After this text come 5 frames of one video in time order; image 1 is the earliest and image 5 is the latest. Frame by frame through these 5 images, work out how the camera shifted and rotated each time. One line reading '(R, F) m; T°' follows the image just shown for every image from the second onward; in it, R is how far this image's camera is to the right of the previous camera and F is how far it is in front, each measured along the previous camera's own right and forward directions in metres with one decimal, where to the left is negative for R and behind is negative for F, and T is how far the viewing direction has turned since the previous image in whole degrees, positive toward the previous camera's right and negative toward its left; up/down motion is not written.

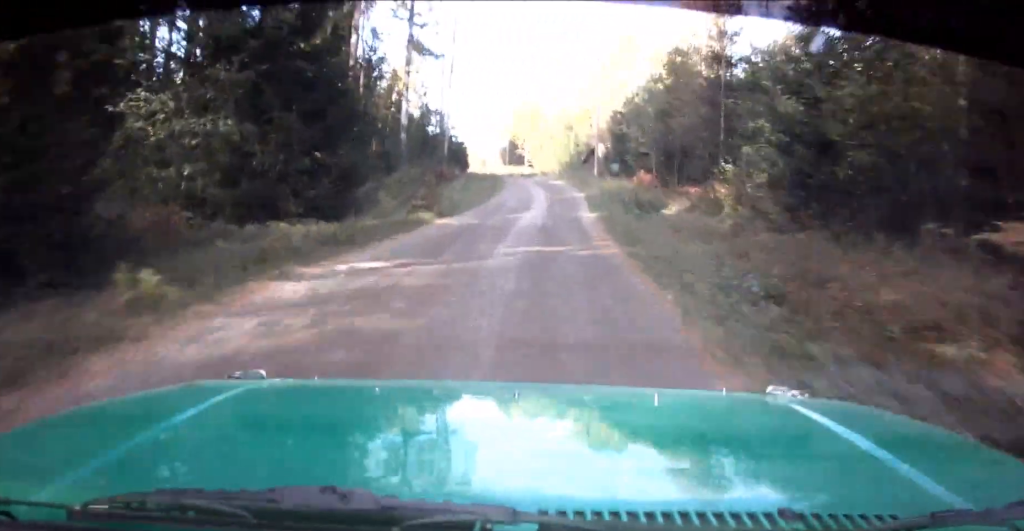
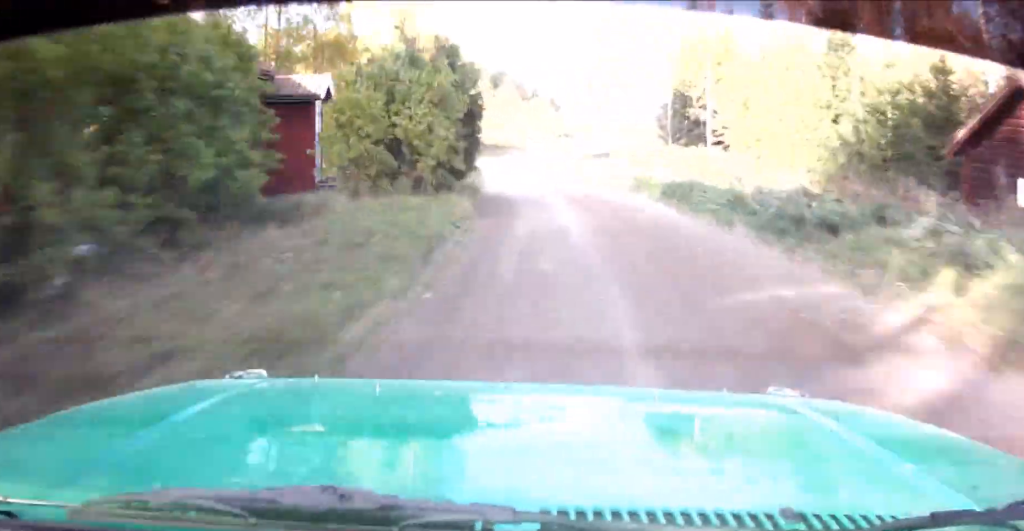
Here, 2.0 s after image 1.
(+3.1, +59.3) m; +5°
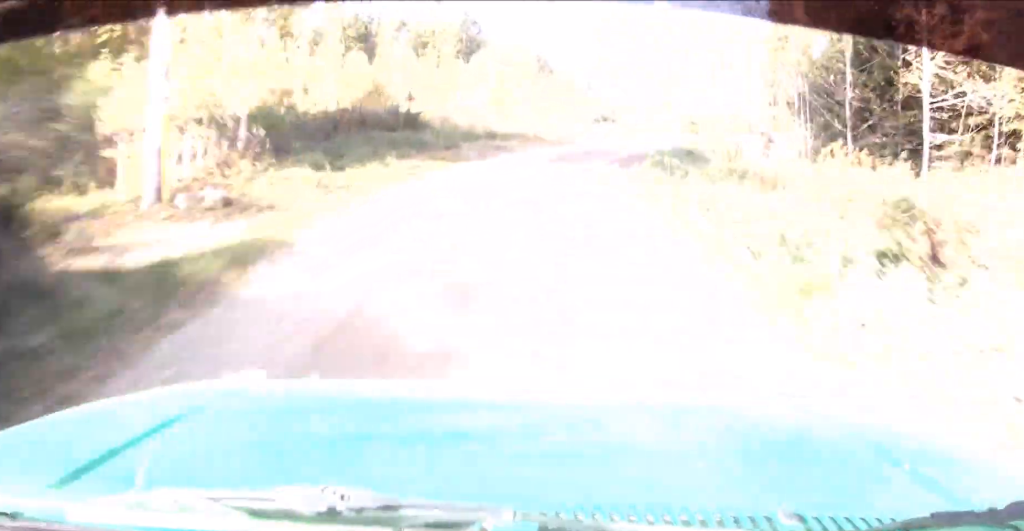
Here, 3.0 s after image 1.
(+0.3, +30.3) m; +1°
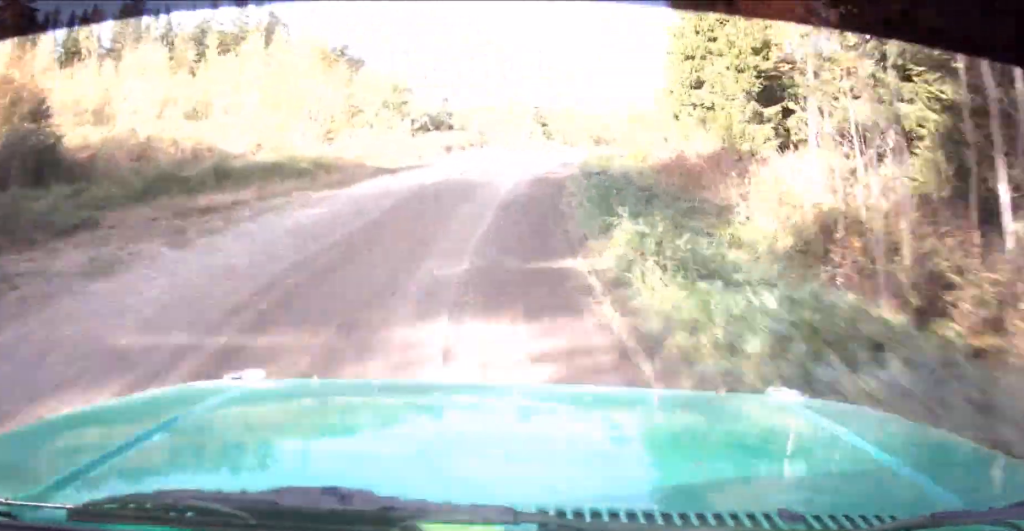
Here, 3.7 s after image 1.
(0.0, +22.1) m; 0°
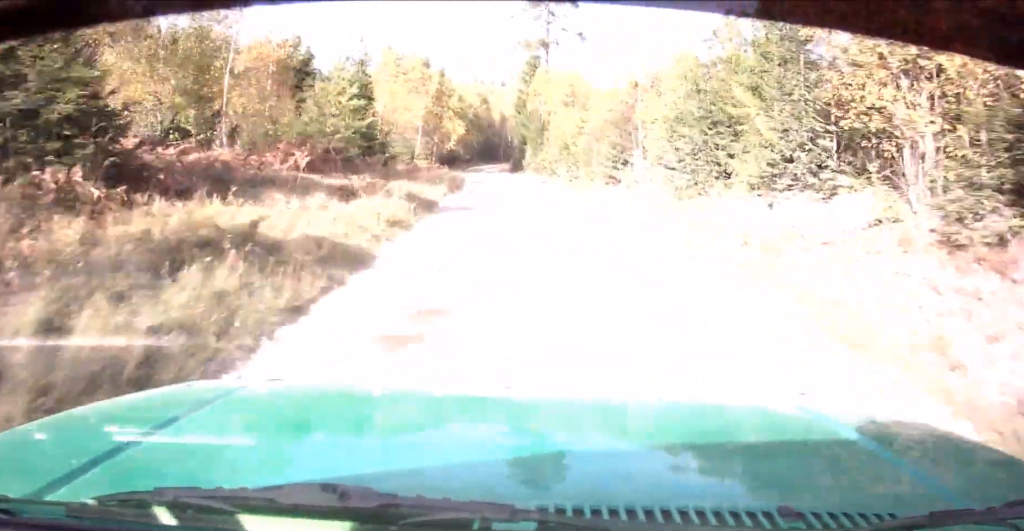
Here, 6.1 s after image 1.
(0.0, +74.7) m; 0°
